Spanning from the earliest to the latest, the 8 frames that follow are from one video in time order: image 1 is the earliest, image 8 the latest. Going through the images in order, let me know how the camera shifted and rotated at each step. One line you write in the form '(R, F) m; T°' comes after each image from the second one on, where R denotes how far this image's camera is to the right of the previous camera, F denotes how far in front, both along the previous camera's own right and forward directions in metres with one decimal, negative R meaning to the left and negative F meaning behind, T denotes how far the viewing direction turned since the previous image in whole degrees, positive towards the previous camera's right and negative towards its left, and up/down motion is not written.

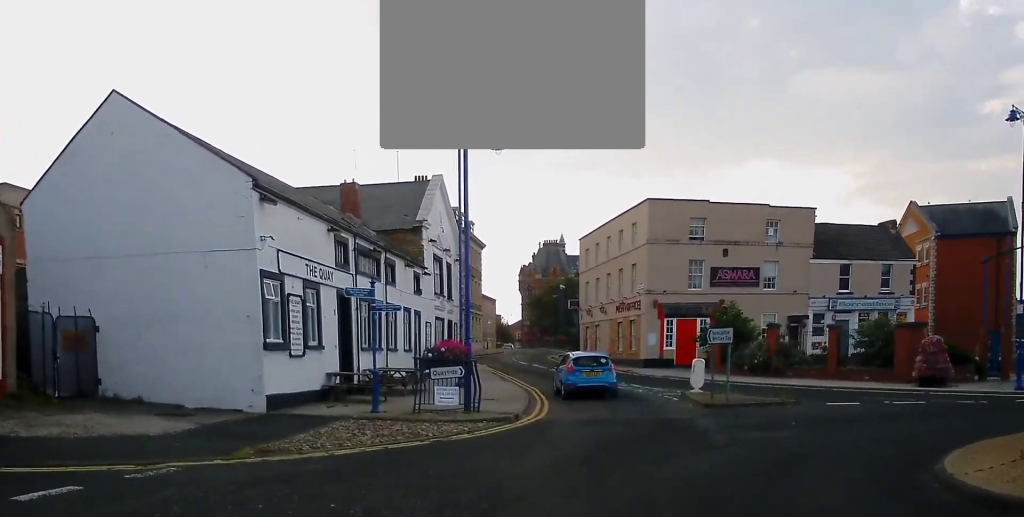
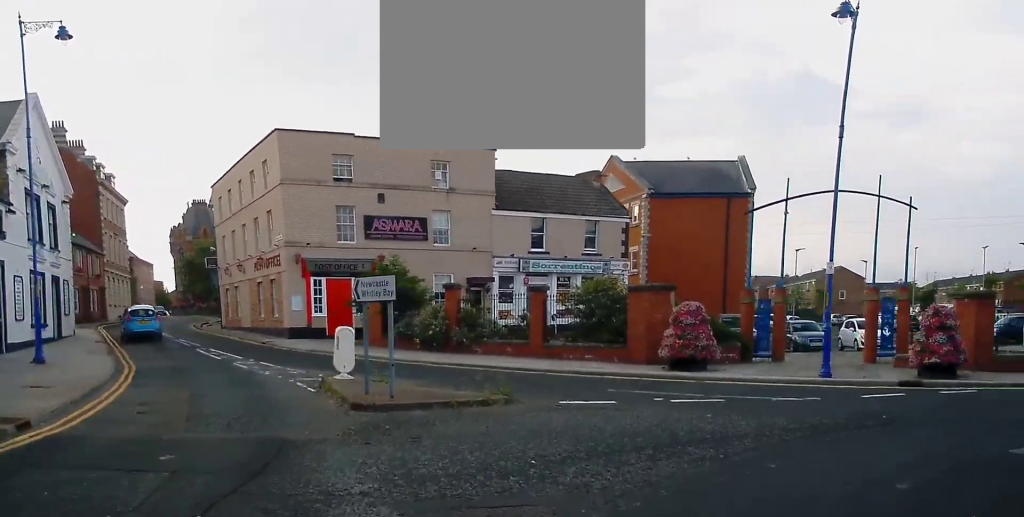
(+1.0, +8.1) m; +20°
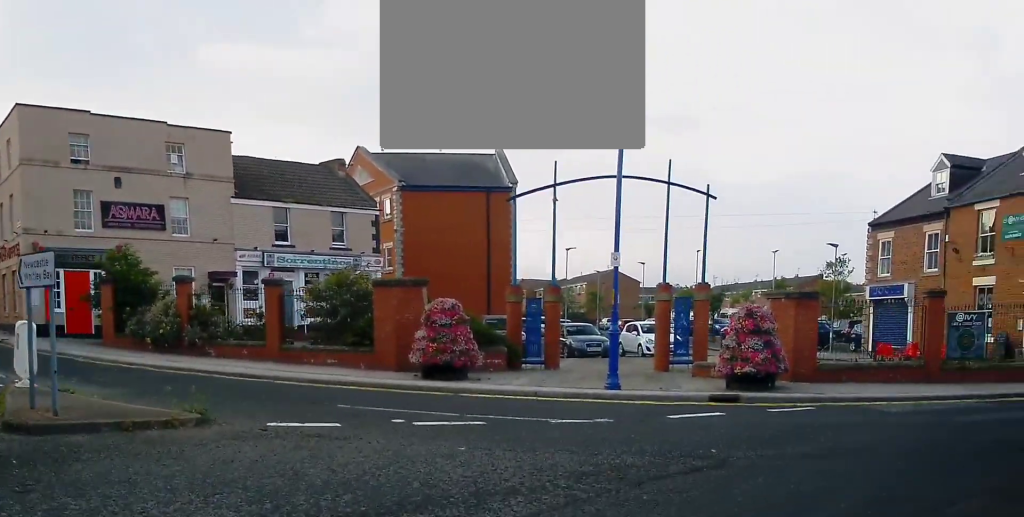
(+0.1, +3.3) m; +17°
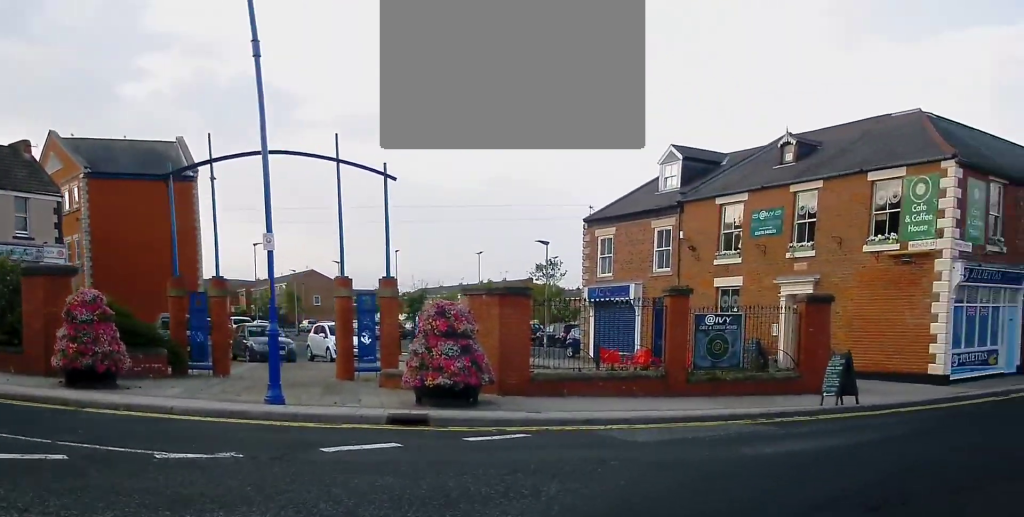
(+0.8, +3.4) m; +22°
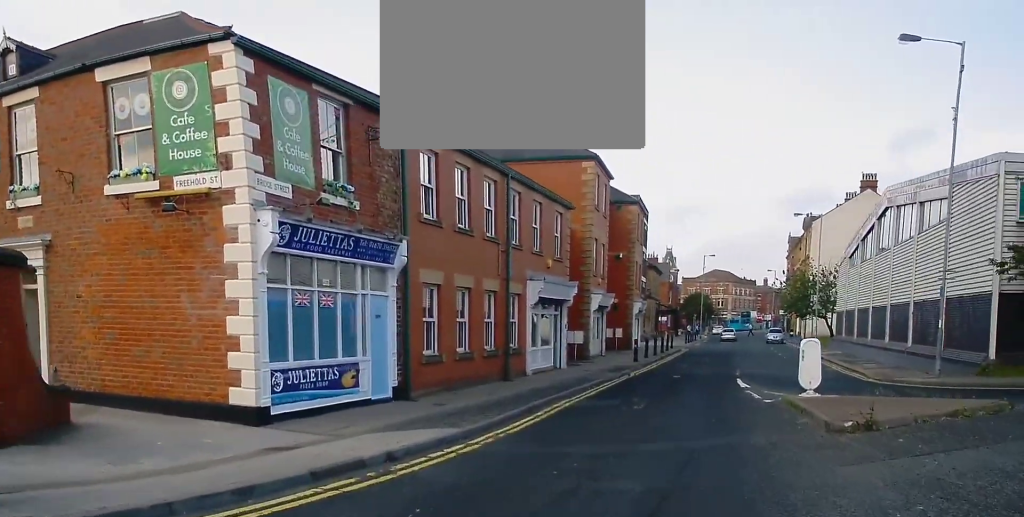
(+3.6, +8.2) m; +38°
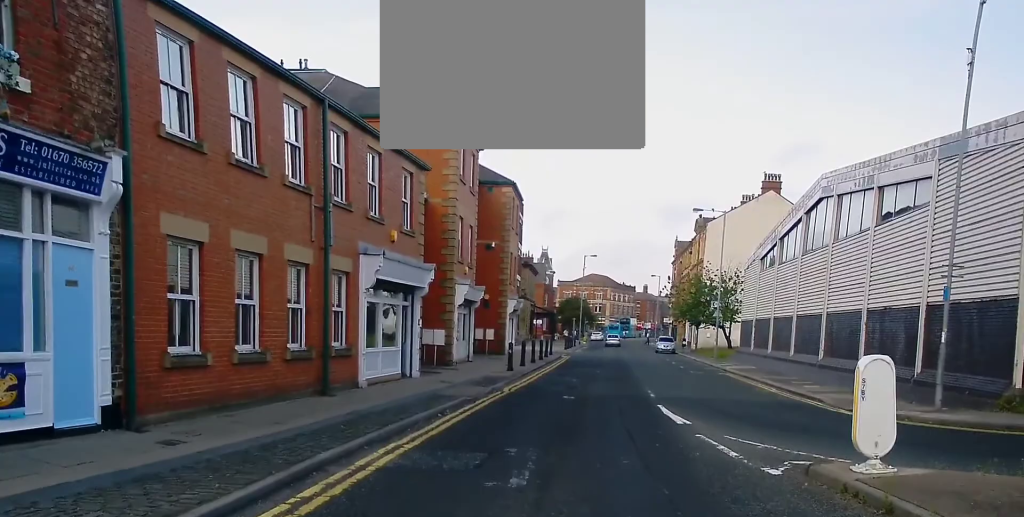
(+0.9, +7.3) m; +9°
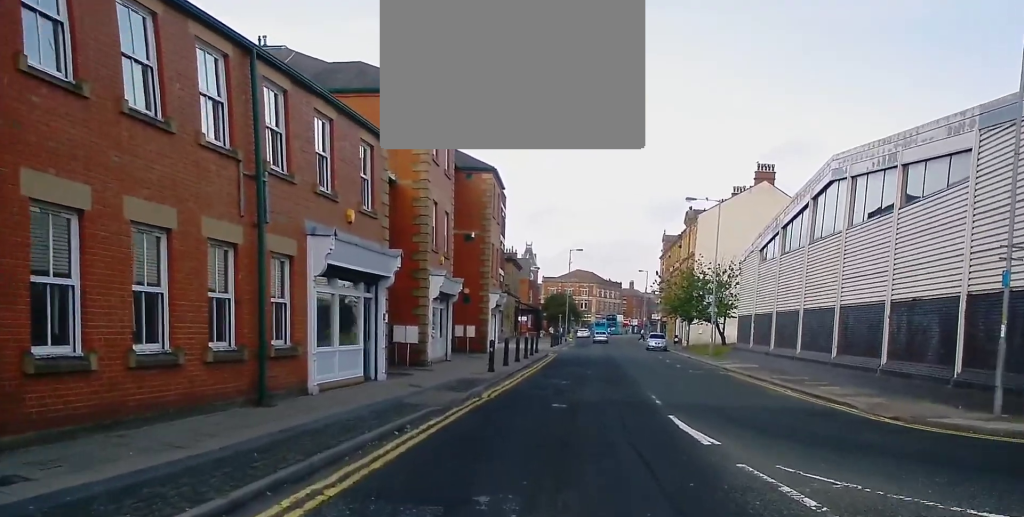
(0.0, +3.0) m; +2°
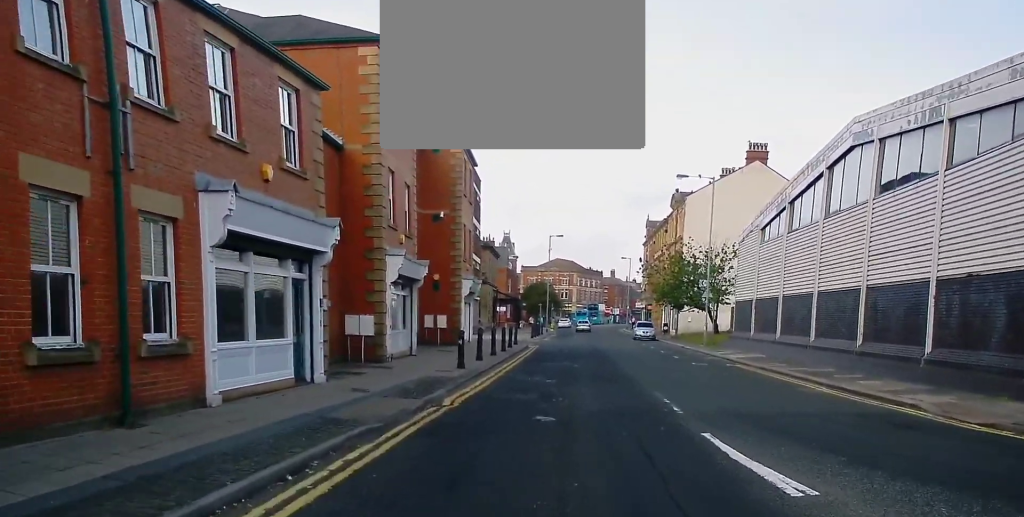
(0.0, +4.0) m; +3°
